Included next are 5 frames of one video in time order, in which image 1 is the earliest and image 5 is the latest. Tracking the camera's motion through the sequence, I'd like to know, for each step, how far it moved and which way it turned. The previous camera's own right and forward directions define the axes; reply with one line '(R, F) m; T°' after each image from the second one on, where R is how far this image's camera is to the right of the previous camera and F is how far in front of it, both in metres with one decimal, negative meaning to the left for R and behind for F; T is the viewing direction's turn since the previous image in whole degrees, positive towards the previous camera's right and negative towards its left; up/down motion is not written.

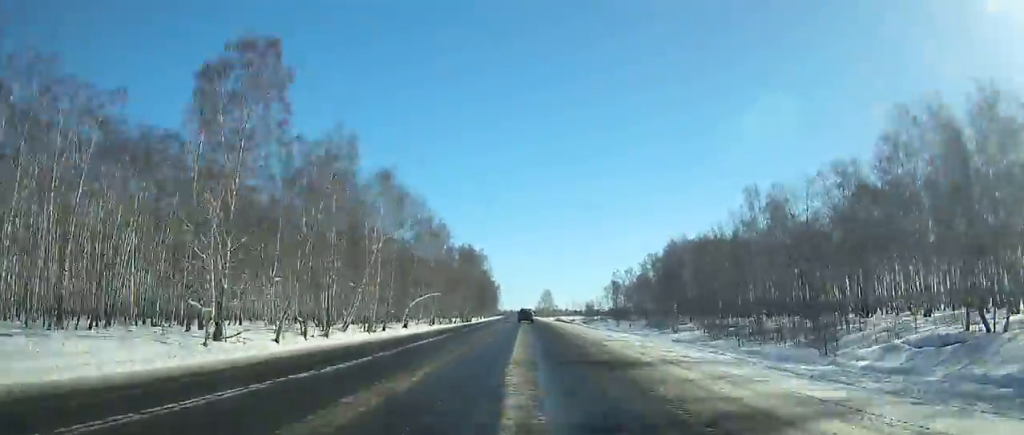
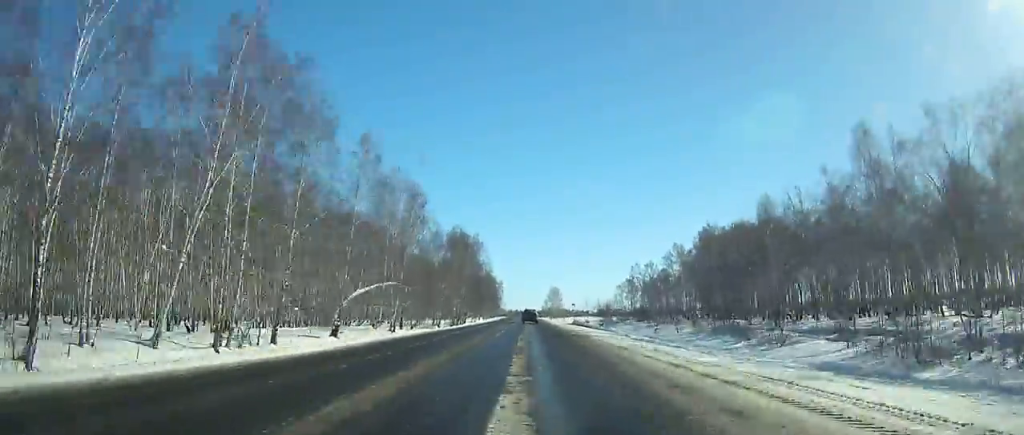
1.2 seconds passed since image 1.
(0.0, +28.1) m; 0°
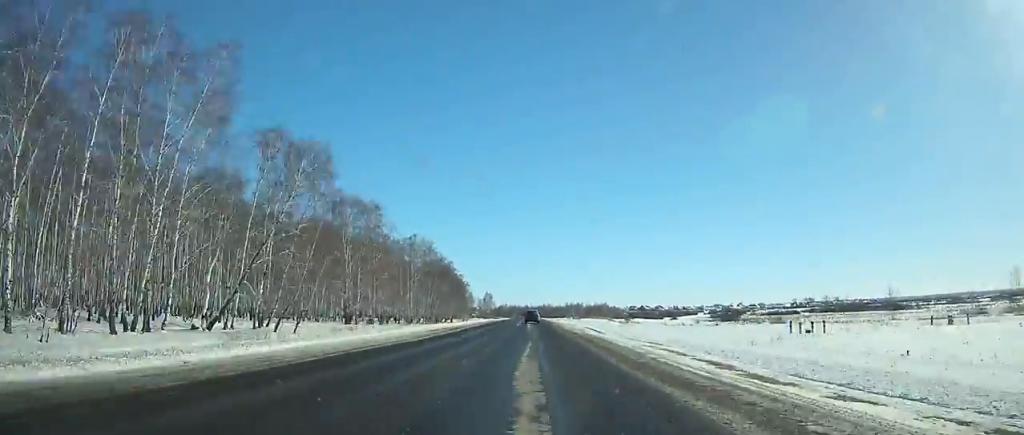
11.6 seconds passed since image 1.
(-2.6, +242.6) m; -1°
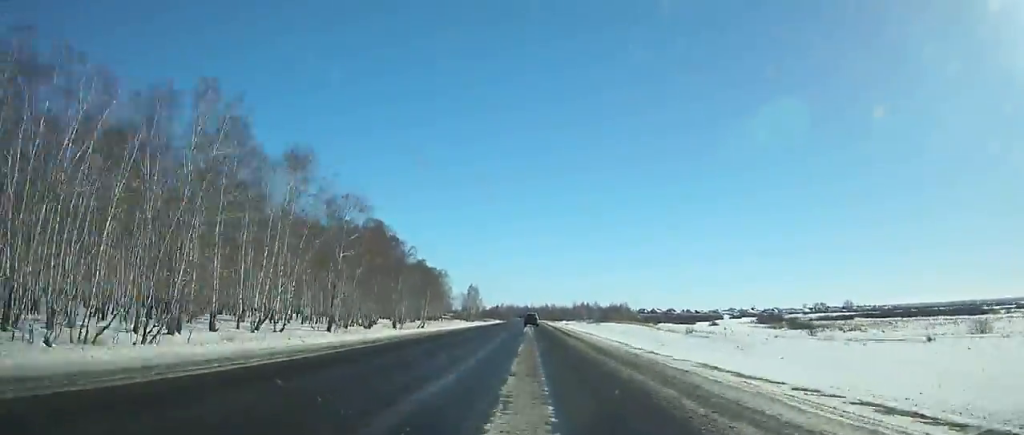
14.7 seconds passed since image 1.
(+0.2, +71.9) m; 0°
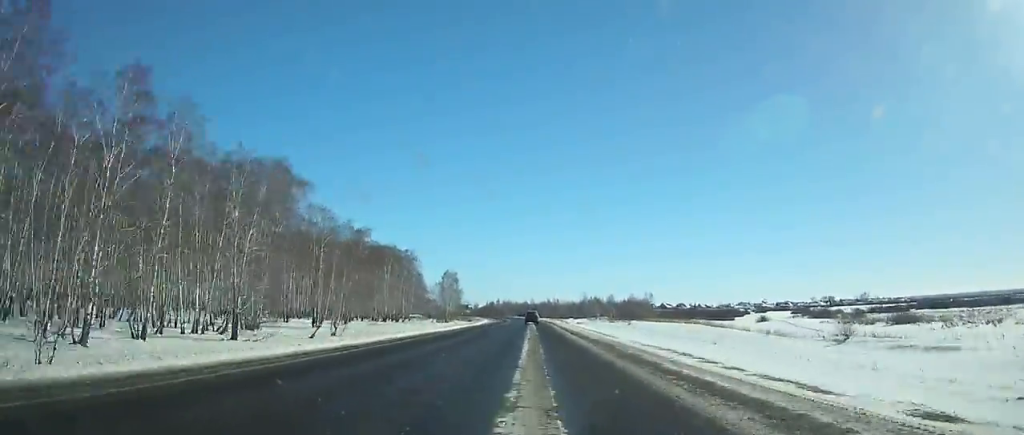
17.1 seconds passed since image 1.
(+0.2, +55.3) m; 0°
